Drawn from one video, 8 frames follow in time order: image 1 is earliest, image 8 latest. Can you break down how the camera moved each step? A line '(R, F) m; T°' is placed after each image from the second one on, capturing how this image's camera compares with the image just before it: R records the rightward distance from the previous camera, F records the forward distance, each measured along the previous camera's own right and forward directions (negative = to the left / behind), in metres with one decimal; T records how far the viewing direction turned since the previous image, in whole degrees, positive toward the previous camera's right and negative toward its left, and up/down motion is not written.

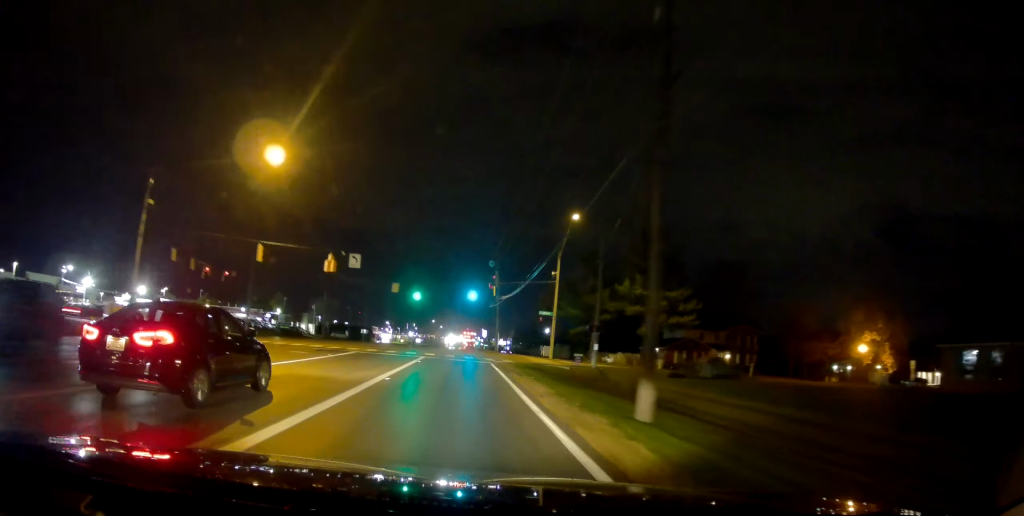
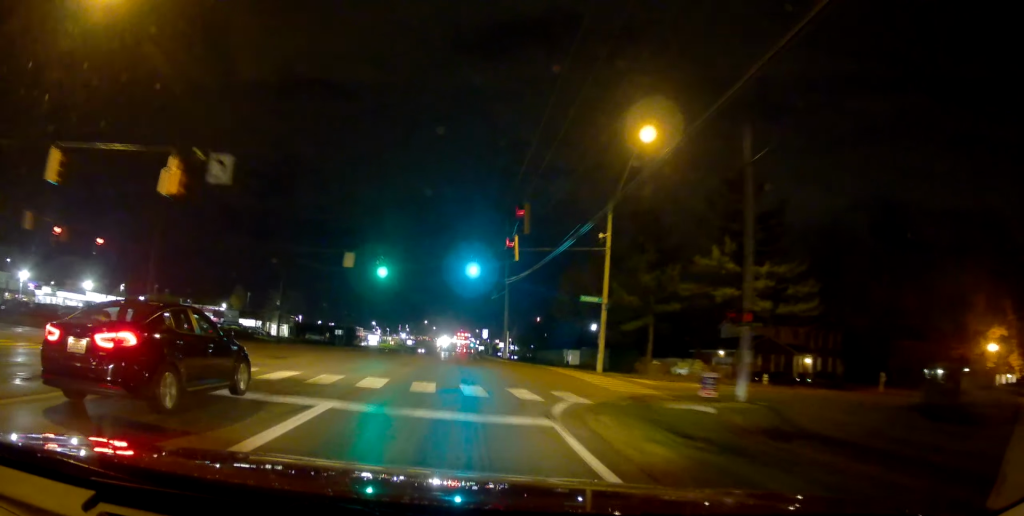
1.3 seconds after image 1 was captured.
(-0.2, +22.4) m; +1°
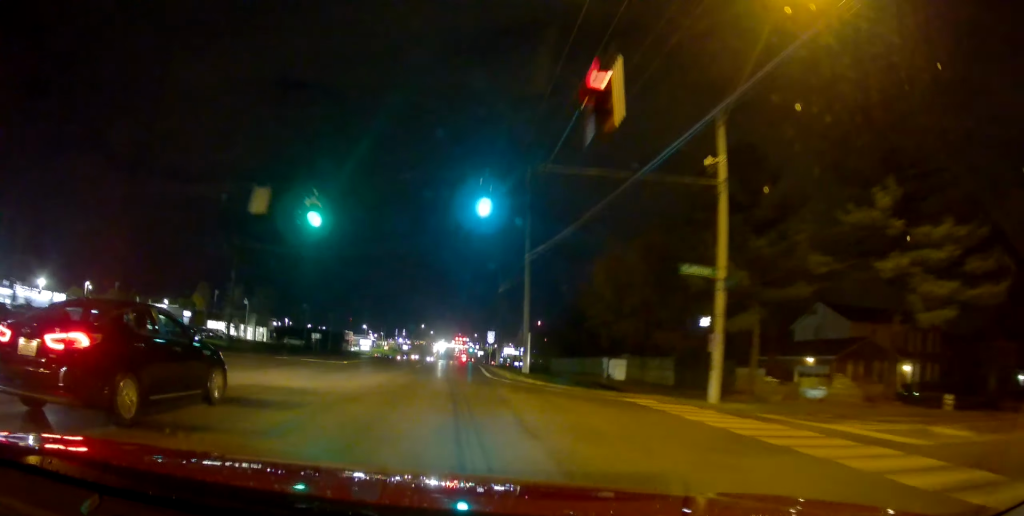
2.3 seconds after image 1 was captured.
(+0.4, +17.5) m; +1°
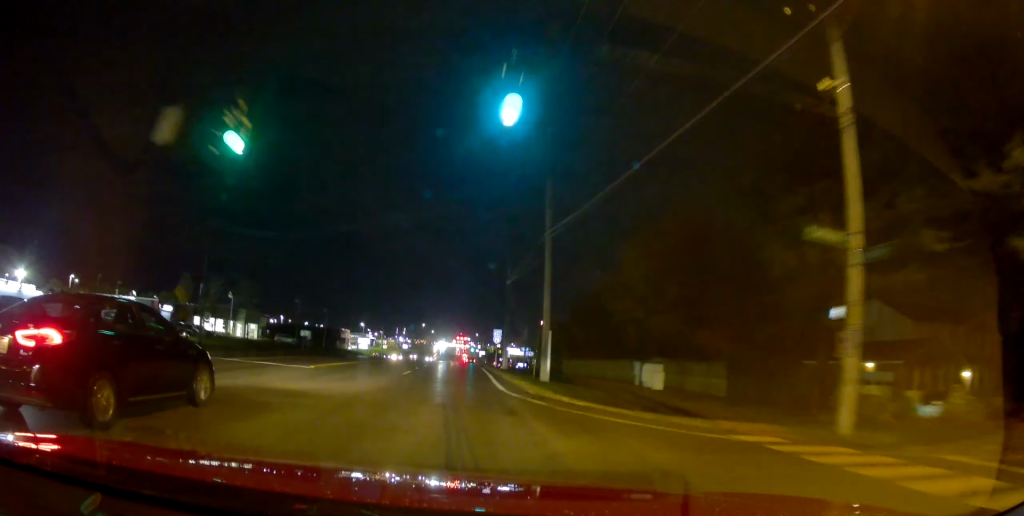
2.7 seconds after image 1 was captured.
(+0.2, +7.6) m; -1°
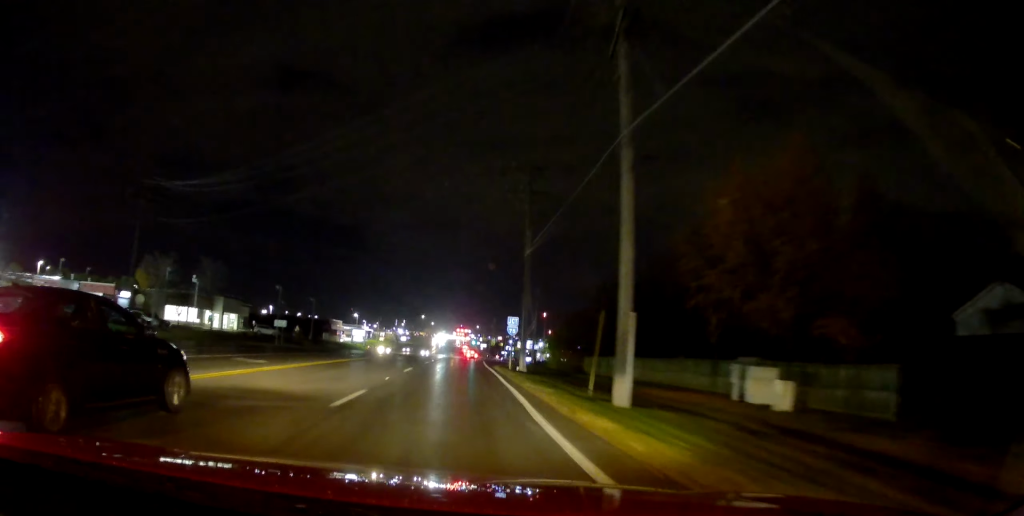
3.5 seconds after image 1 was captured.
(-0.4, +13.3) m; 0°
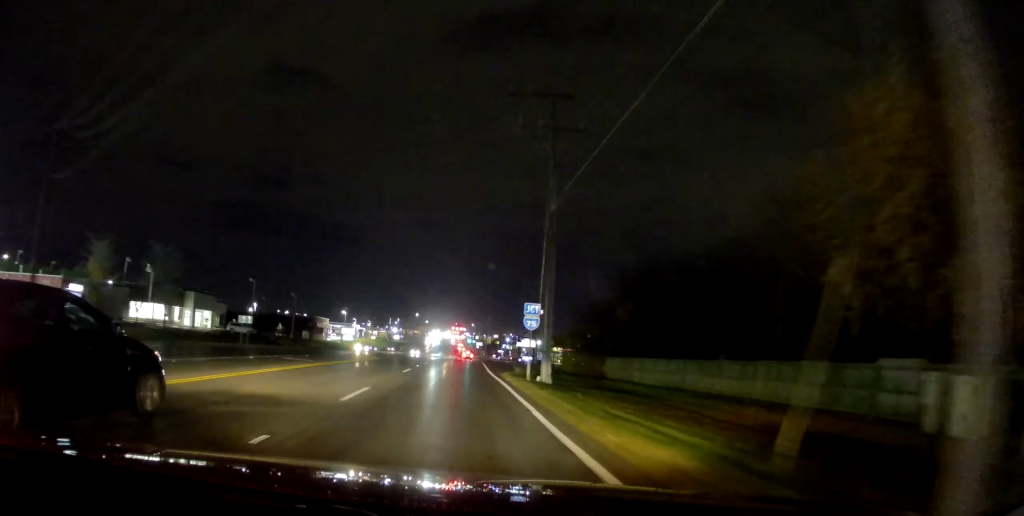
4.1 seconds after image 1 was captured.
(0.0, +11.5) m; +1°
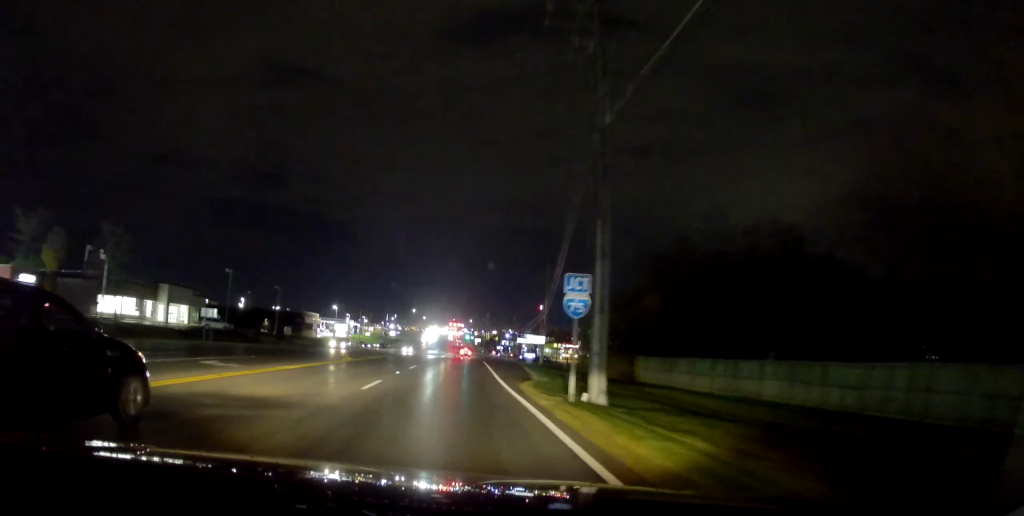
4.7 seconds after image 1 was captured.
(+0.2, +9.8) m; +2°
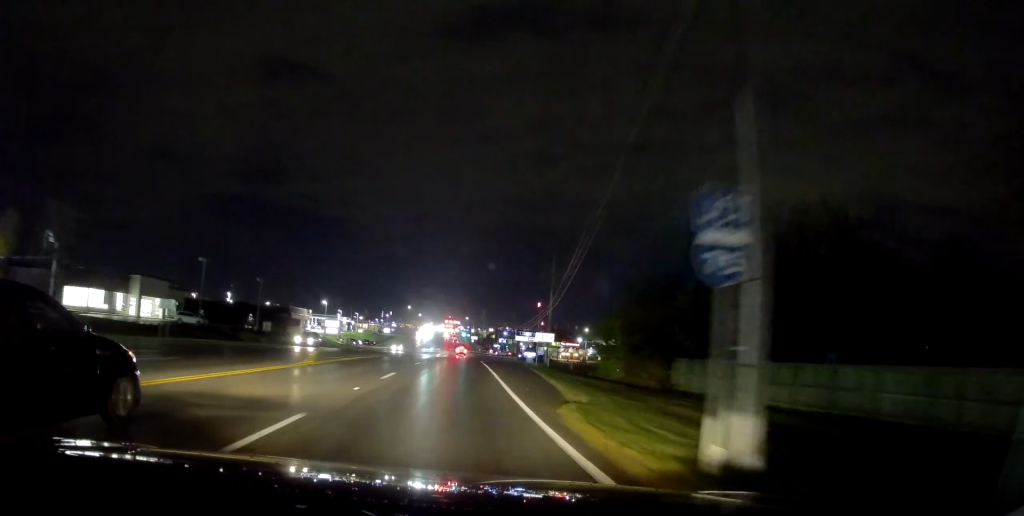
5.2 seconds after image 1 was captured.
(+0.2, +8.4) m; 0°
